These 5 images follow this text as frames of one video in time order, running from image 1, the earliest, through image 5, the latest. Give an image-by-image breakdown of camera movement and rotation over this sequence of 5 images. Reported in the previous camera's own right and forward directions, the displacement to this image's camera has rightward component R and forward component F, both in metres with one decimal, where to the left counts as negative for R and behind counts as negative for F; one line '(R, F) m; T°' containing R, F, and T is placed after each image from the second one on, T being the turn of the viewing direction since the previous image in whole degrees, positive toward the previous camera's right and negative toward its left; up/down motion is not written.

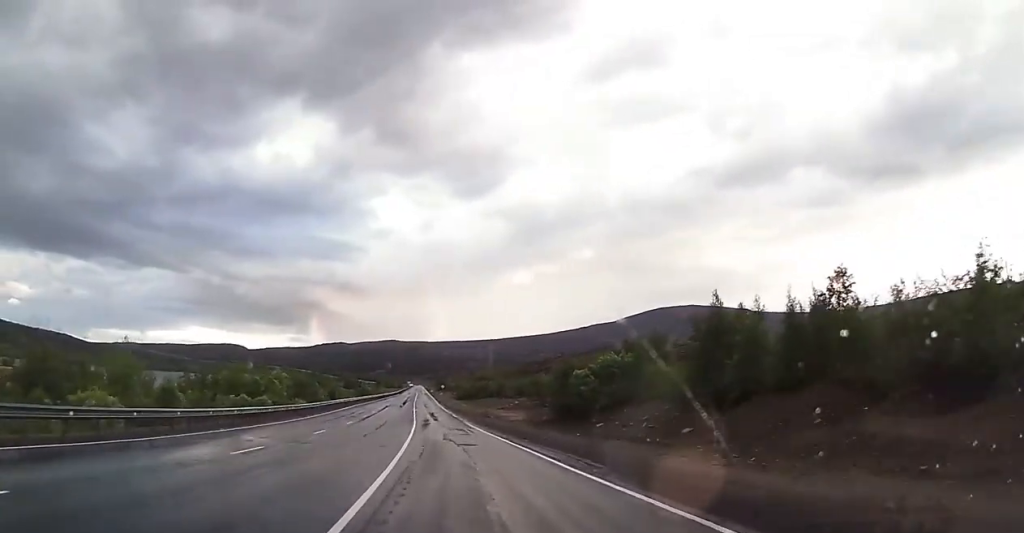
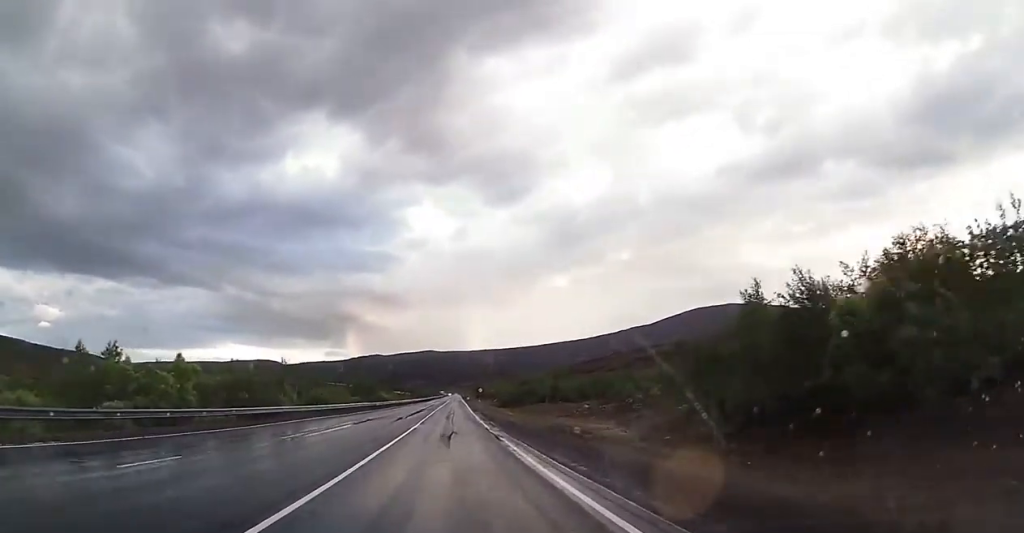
(-1.4, +39.5) m; -4°
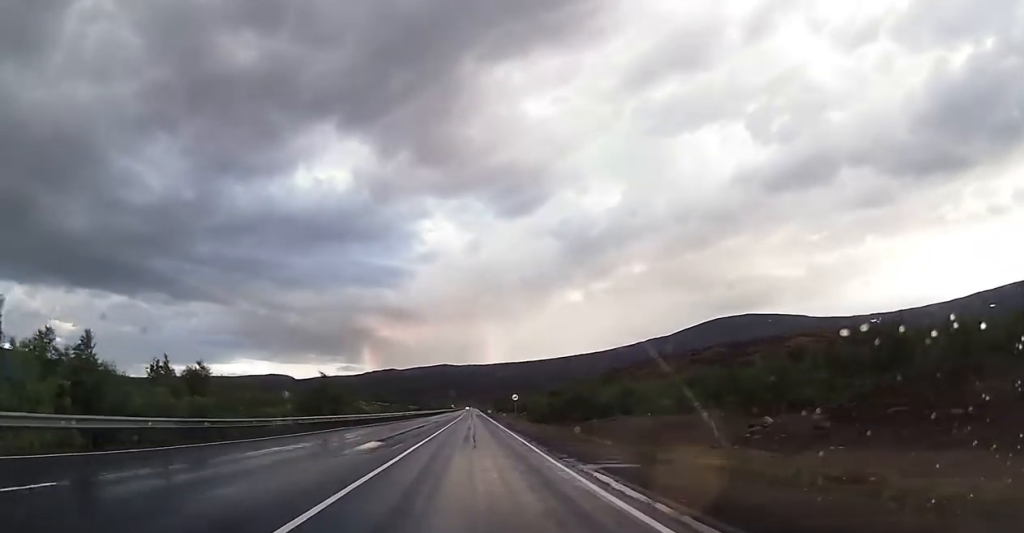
(-2.0, +52.4) m; -4°
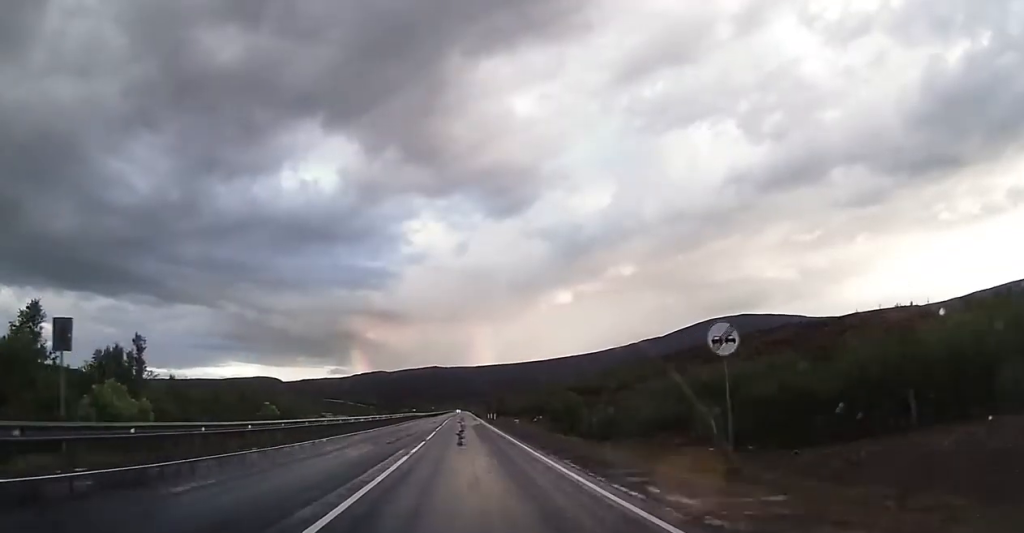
(-1.1, +68.5) m; -1°
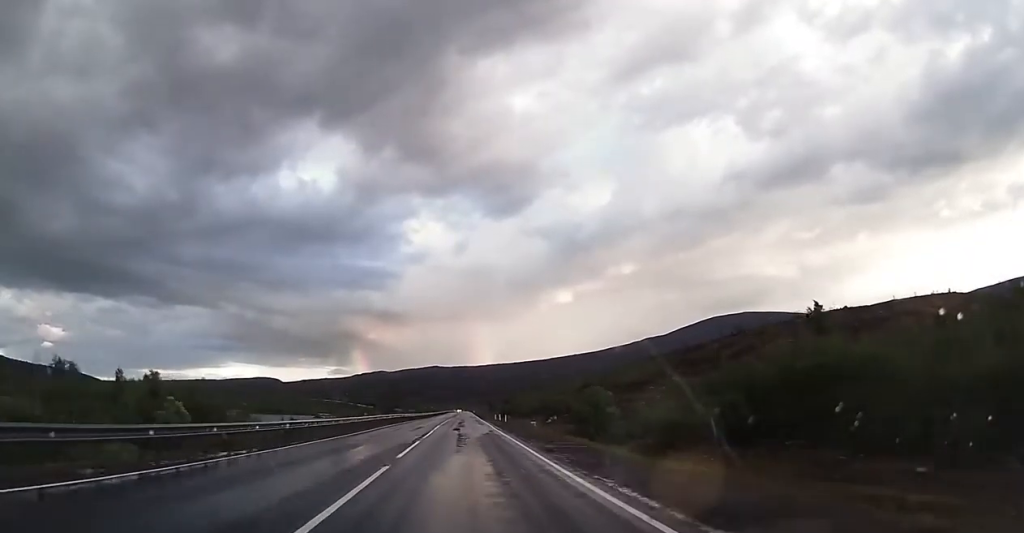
(-0.1, +23.1) m; 0°
